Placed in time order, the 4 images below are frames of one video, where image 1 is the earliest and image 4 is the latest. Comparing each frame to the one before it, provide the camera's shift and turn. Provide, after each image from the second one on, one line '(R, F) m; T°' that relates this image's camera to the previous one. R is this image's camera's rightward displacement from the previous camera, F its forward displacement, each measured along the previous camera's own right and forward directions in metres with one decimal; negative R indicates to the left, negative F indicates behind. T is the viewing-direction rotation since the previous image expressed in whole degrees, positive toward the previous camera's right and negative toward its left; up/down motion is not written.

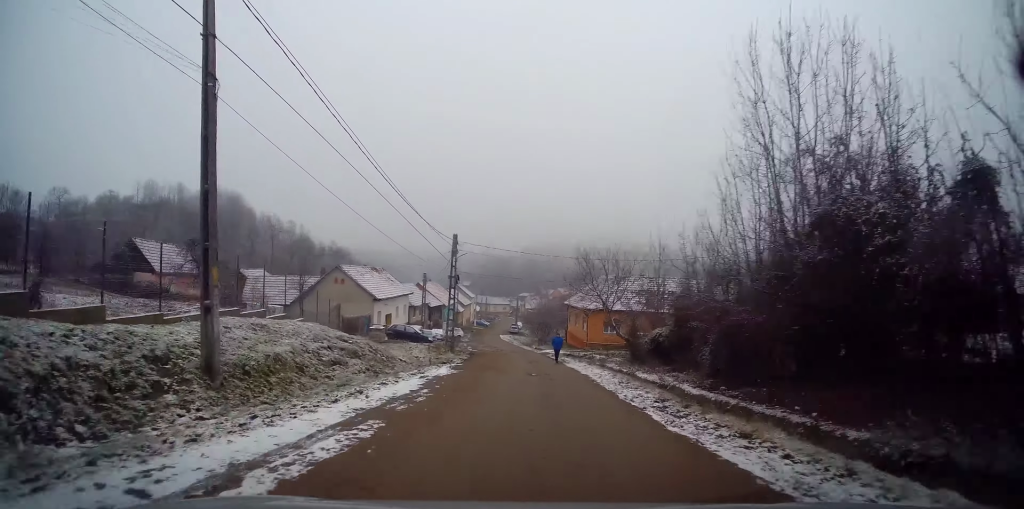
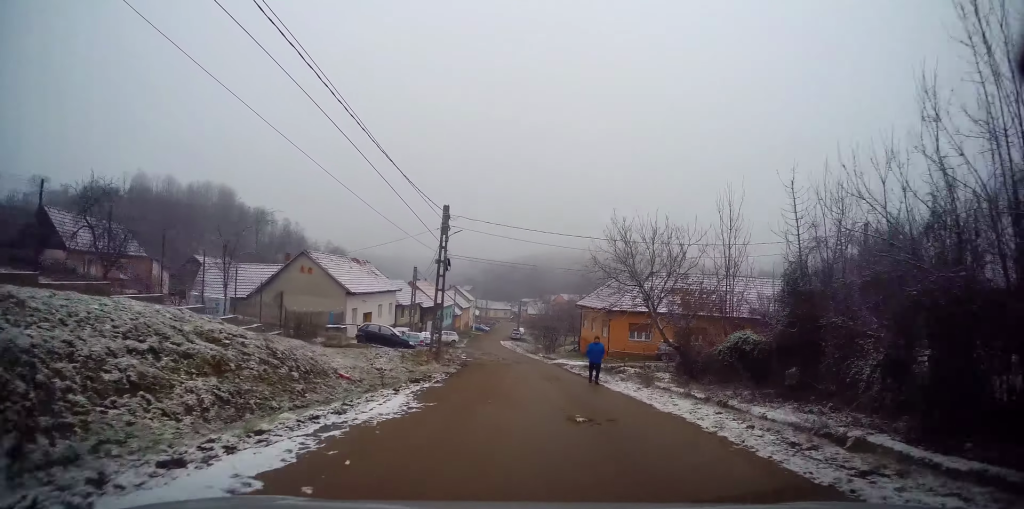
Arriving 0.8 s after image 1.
(0.0, +9.2) m; +1°
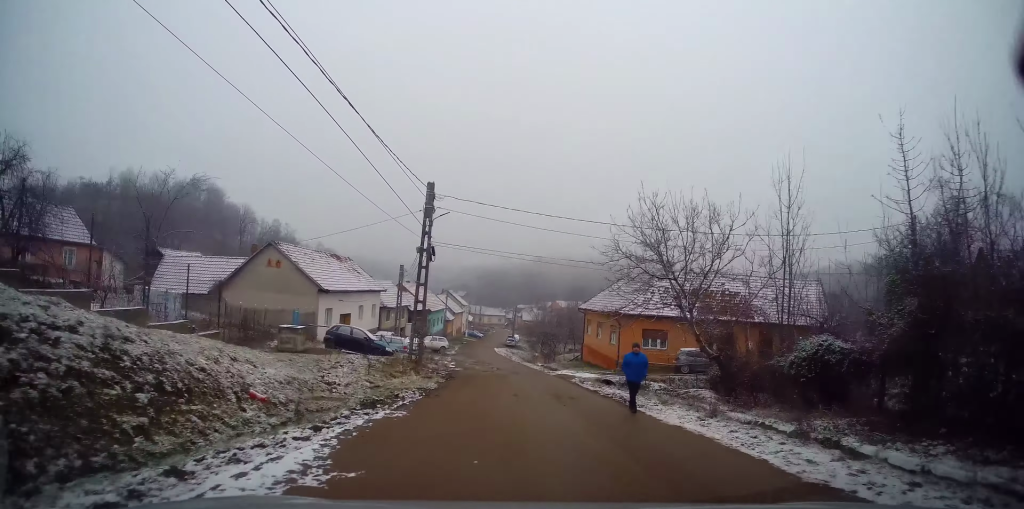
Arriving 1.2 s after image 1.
(0.0, +5.4) m; +1°
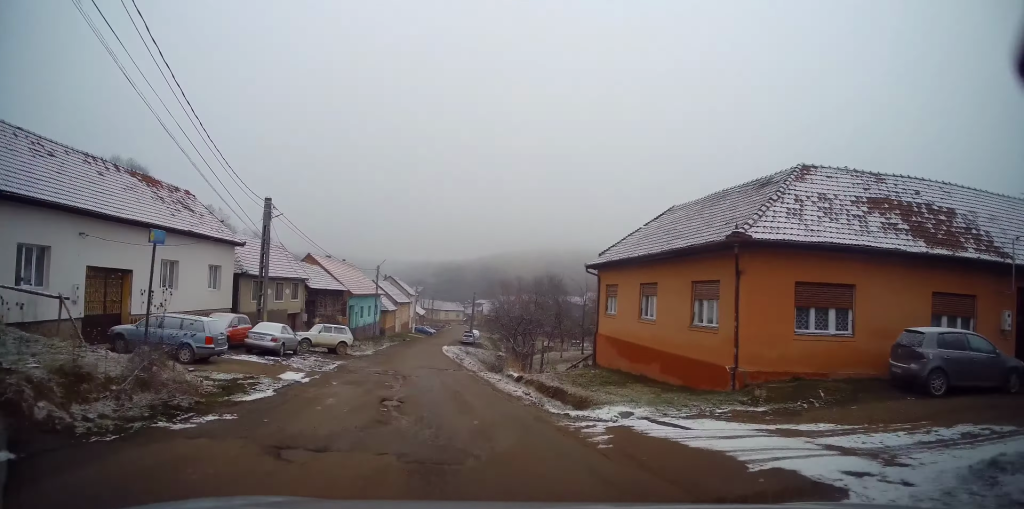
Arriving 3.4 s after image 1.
(+1.0, +23.1) m; +1°
